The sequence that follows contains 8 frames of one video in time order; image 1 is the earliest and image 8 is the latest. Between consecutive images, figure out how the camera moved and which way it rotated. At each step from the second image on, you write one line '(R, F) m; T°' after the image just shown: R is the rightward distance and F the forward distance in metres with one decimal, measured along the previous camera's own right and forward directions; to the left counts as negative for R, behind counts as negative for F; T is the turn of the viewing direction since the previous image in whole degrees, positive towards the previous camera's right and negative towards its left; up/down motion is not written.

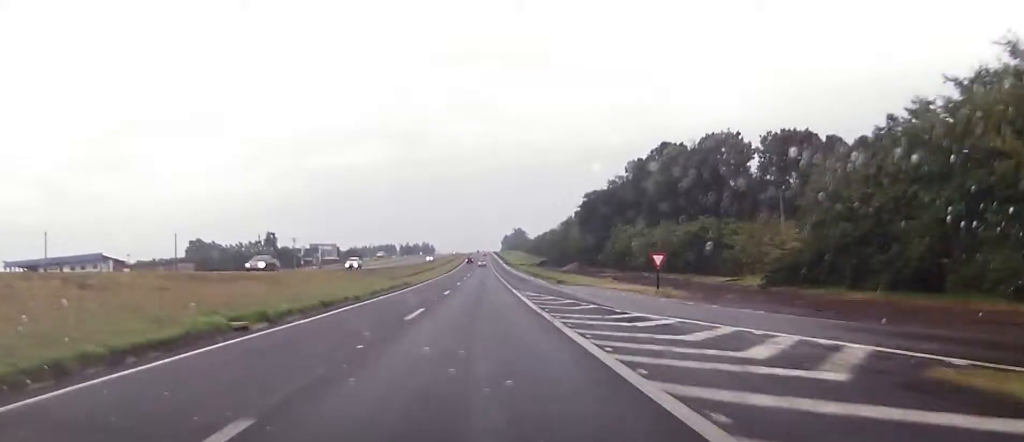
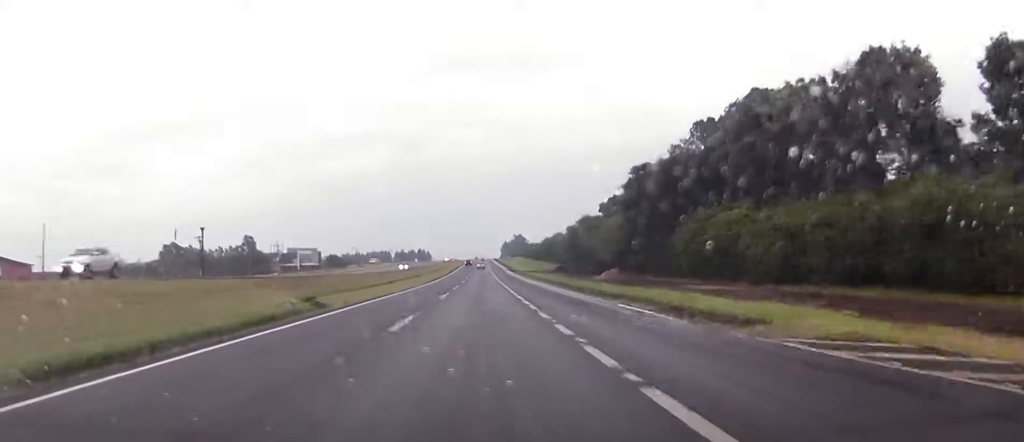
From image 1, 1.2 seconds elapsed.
(0.0, +29.7) m; 0°
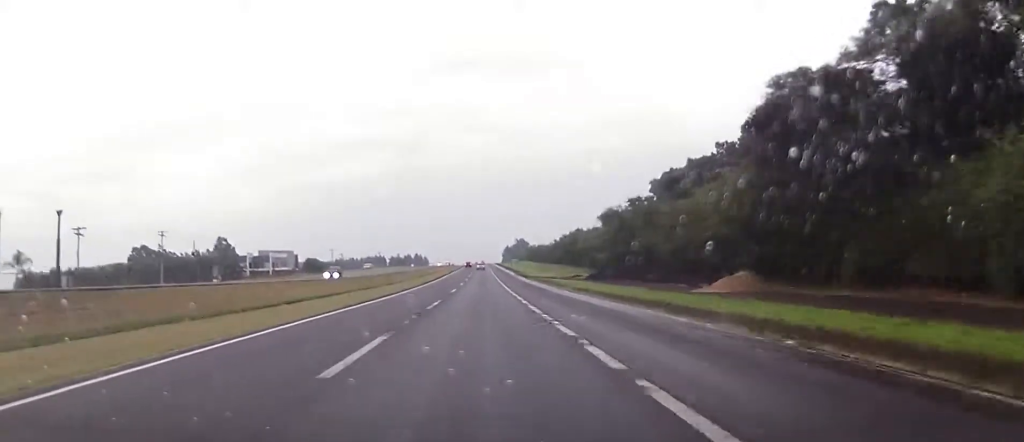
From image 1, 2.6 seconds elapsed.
(0.0, +34.2) m; +1°
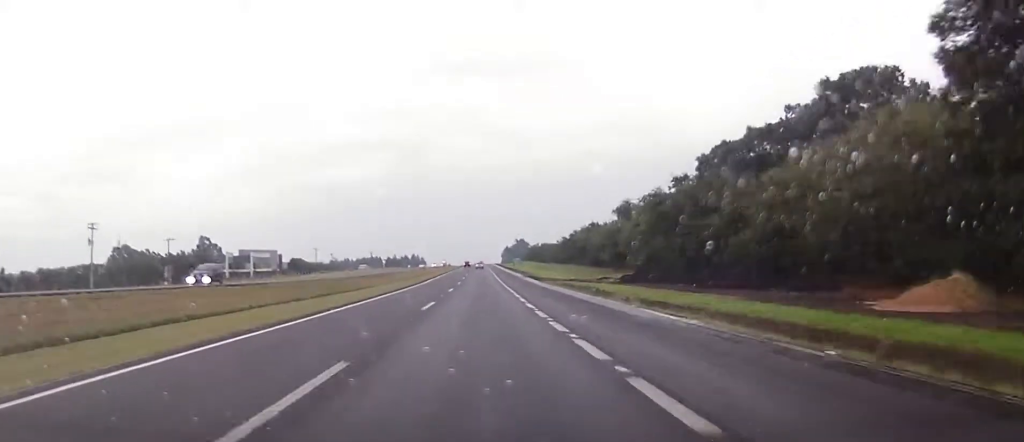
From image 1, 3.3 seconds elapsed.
(+0.2, +19.4) m; 0°
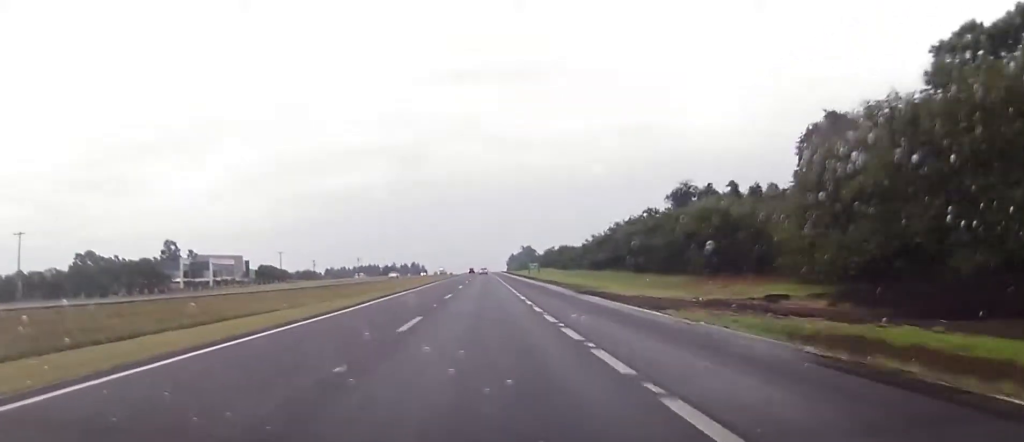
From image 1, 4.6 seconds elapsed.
(-0.1, +38.6) m; 0°
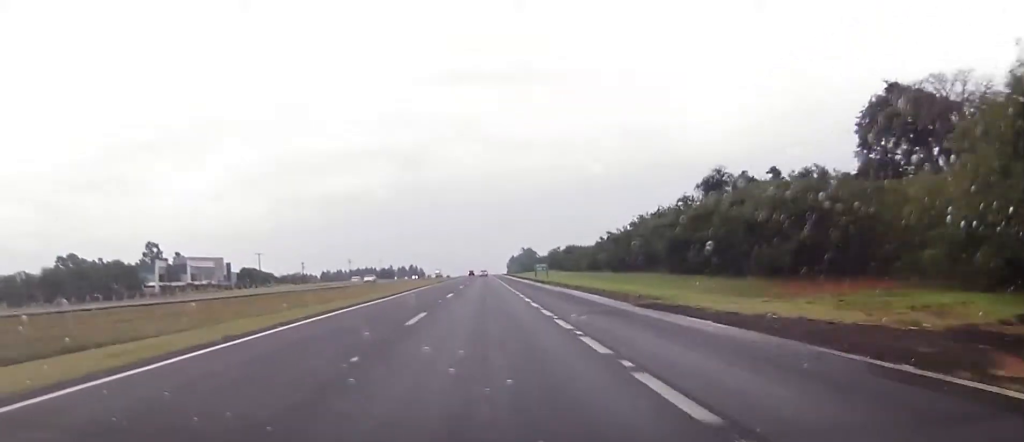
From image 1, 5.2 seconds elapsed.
(+0.1, +15.5) m; 0°
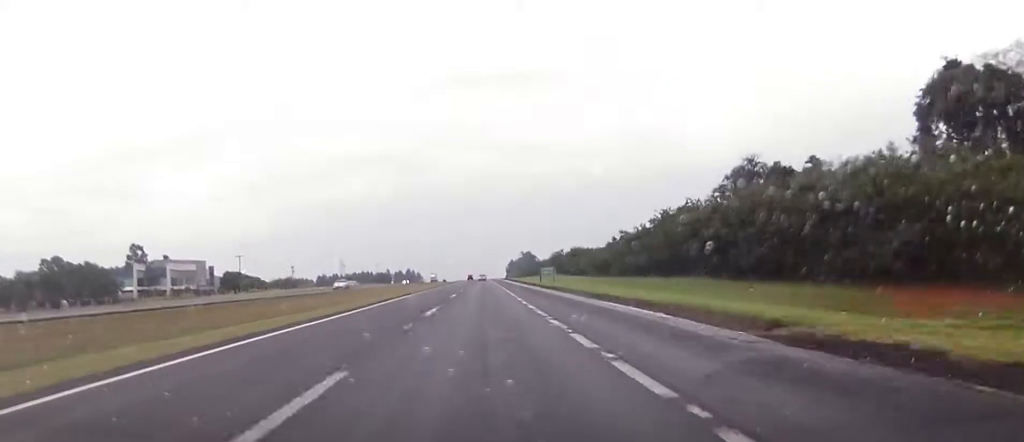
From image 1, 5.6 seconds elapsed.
(+0.2, +11.6) m; 0°
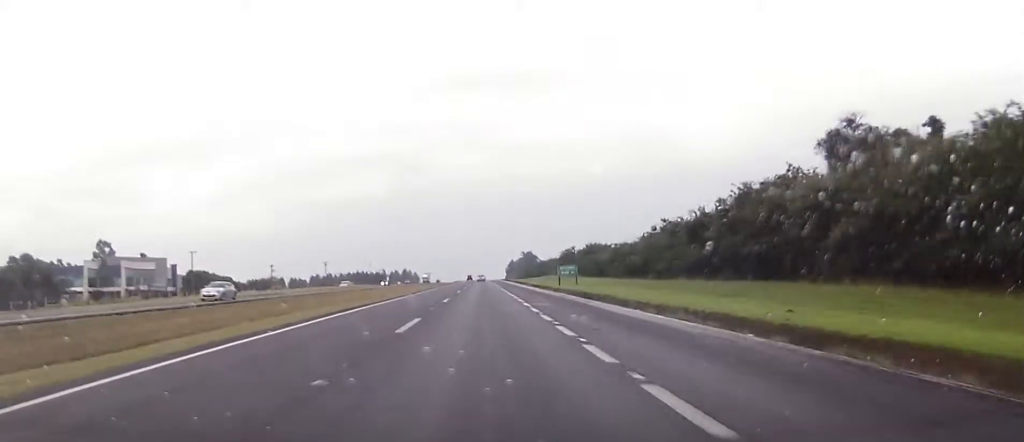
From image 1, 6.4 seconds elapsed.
(-0.5, +23.6) m; 0°
